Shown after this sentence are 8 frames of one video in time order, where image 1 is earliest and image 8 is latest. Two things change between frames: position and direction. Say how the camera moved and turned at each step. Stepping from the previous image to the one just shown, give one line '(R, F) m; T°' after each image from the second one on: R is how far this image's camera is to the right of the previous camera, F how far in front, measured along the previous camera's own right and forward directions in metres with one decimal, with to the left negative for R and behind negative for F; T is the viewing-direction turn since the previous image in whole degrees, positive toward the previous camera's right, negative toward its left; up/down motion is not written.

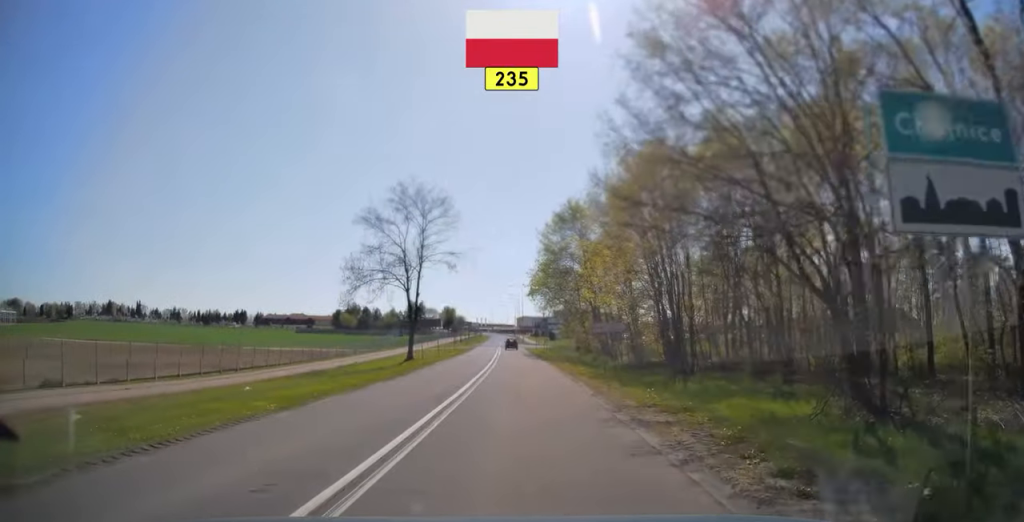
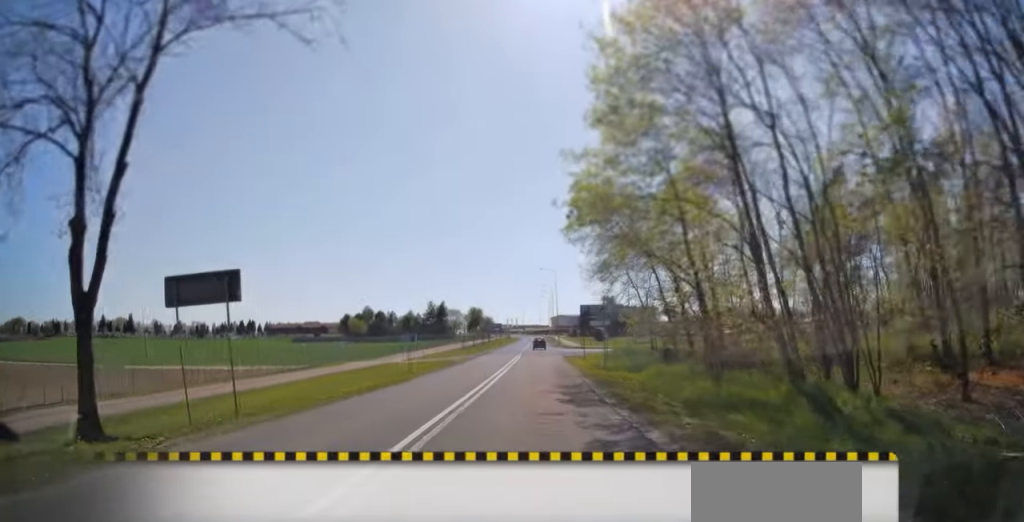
(-0.9, +34.6) m; -3°
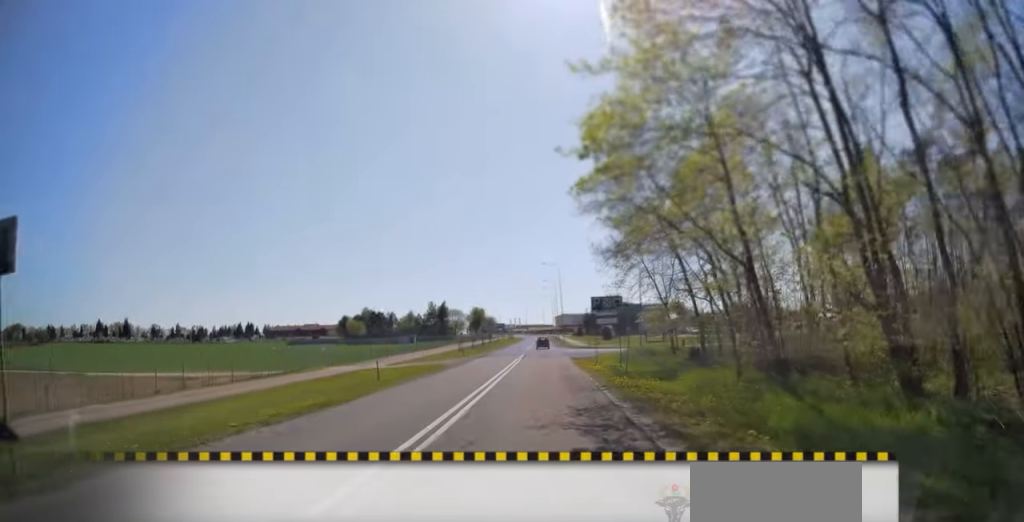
(0.0, +6.3) m; 0°
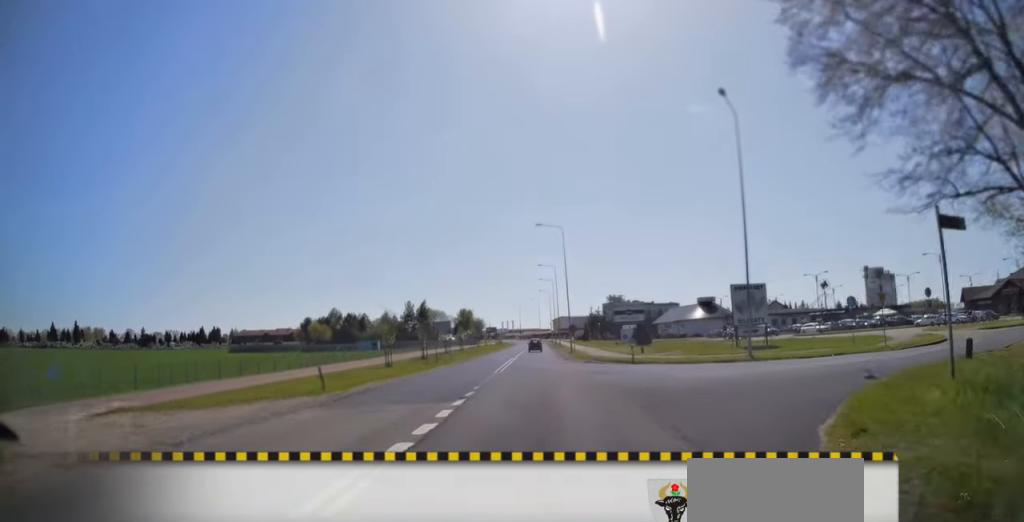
(0.0, +34.5) m; 0°
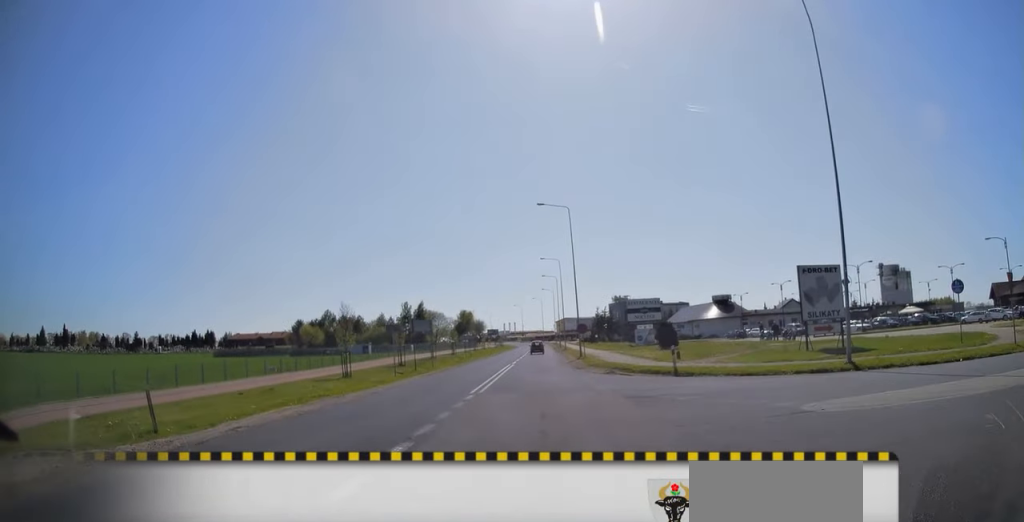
(0.0, +9.7) m; 0°
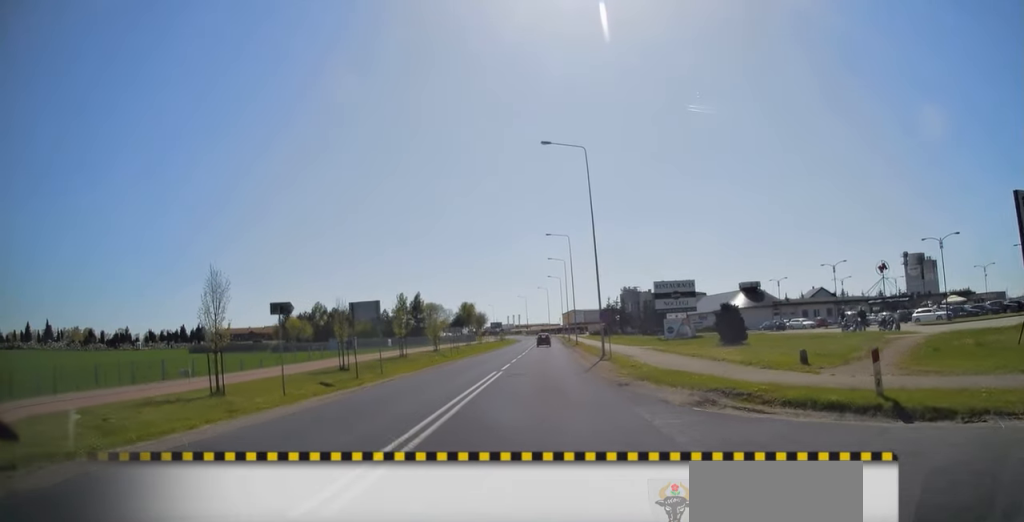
(-0.1, +14.2) m; -1°
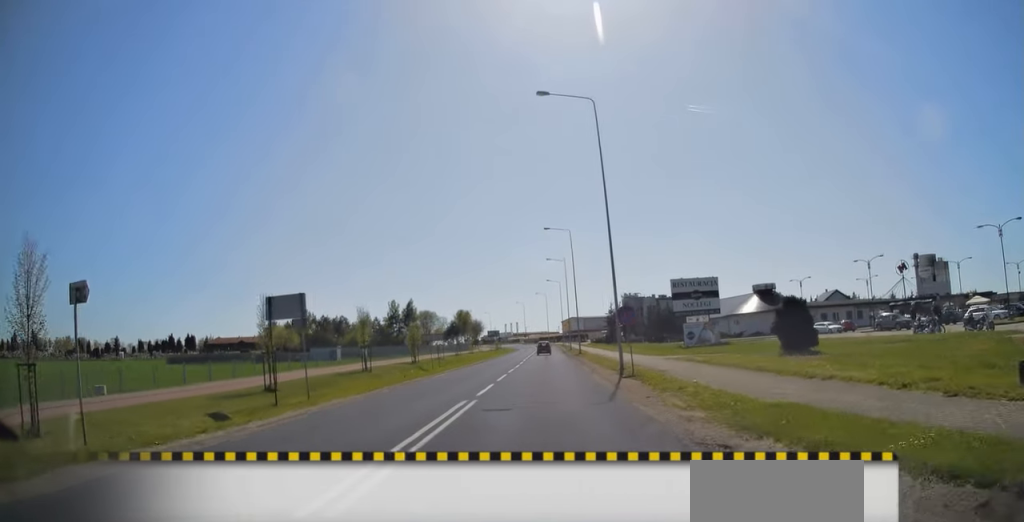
(-0.1, +8.5) m; 0°
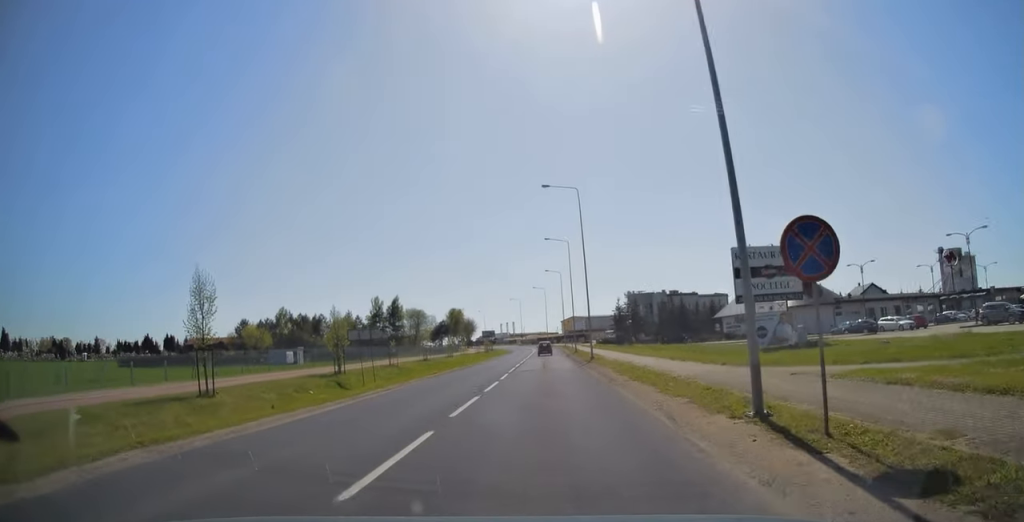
(+0.1, +16.6) m; +1°
